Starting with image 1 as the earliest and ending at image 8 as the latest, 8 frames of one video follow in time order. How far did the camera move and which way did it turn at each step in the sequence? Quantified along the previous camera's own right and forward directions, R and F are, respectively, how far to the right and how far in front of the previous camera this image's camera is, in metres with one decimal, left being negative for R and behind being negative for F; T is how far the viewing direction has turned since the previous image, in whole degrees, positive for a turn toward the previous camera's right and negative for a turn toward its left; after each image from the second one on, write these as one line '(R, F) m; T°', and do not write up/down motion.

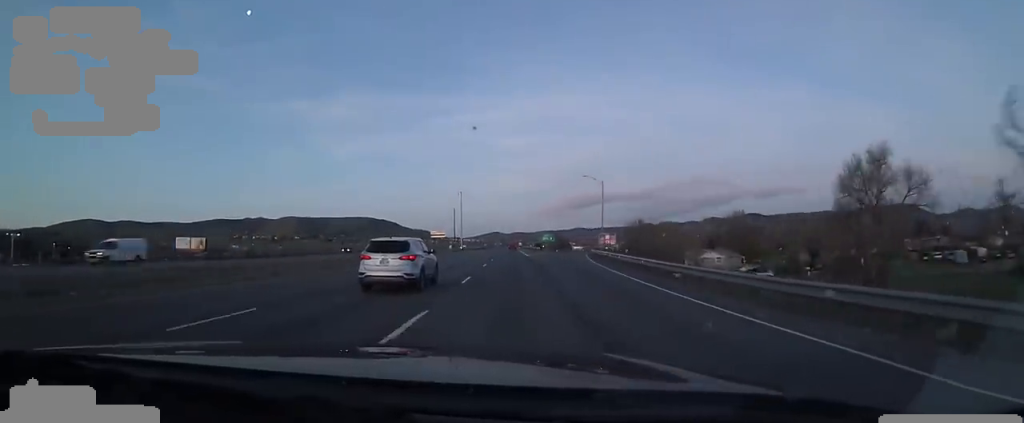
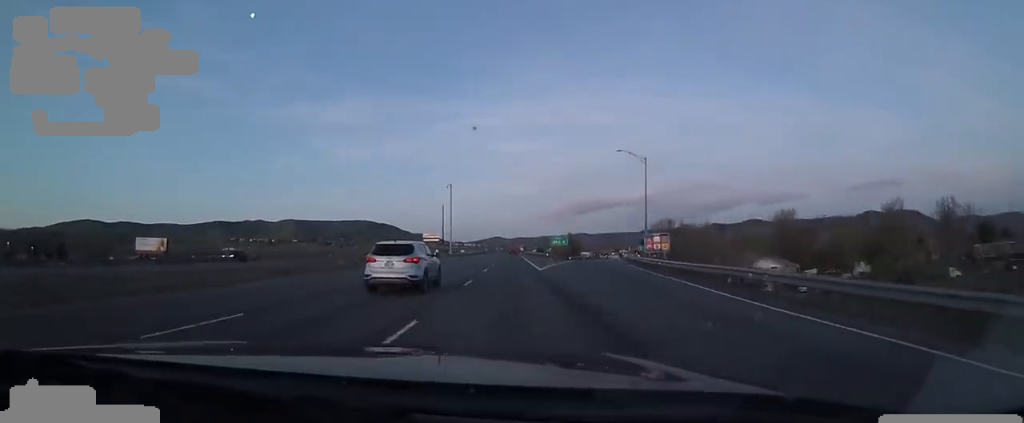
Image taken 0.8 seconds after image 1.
(+0.7, +23.7) m; +1°
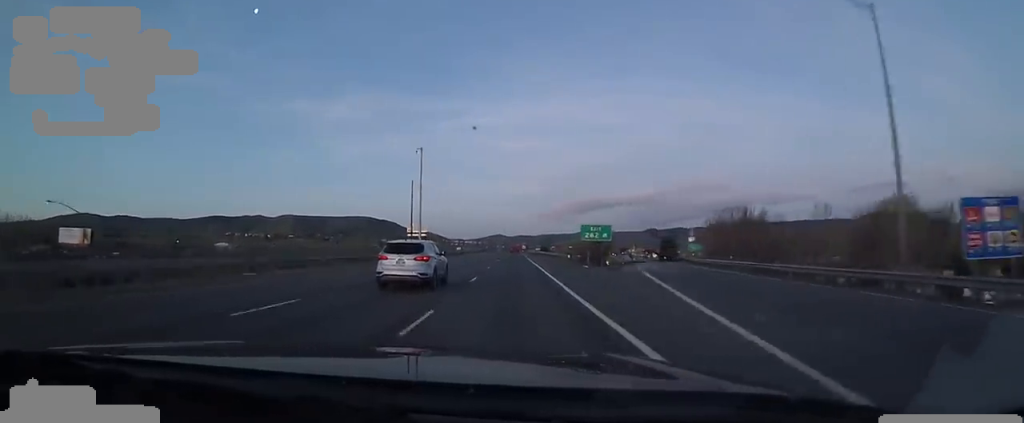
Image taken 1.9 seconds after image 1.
(+0.3, +34.8) m; +1°
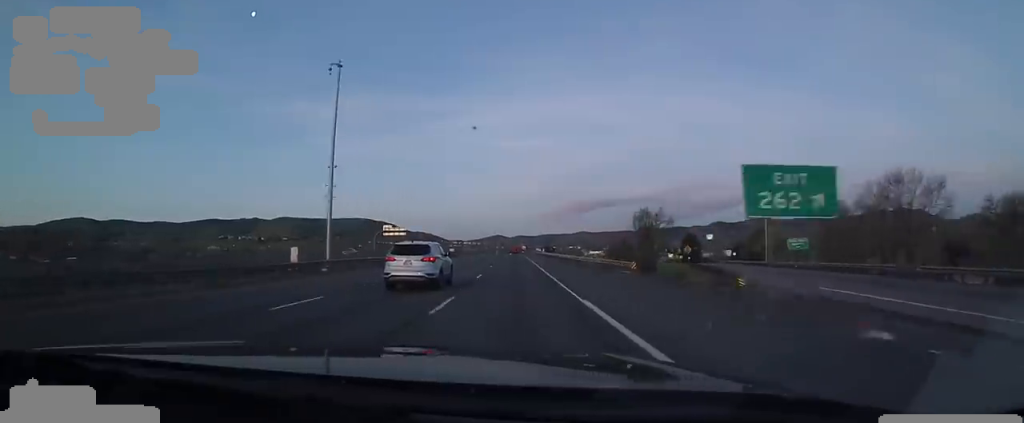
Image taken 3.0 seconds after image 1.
(0.0, +32.7) m; 0°
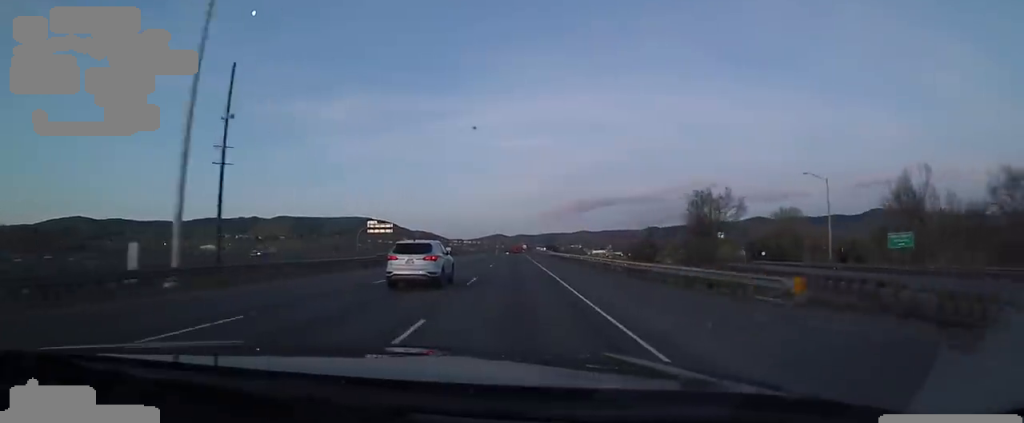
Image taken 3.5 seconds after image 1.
(0.0, +16.4) m; -1°
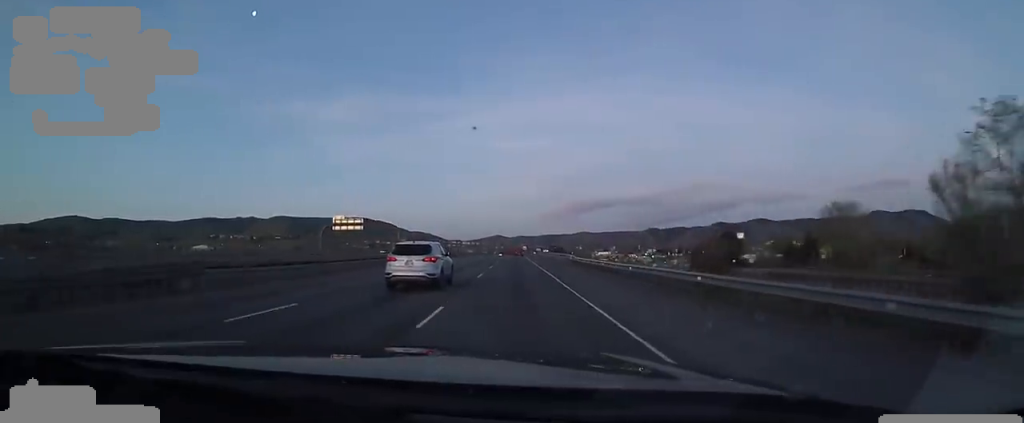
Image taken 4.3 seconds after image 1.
(-0.2, +25.7) m; -1°
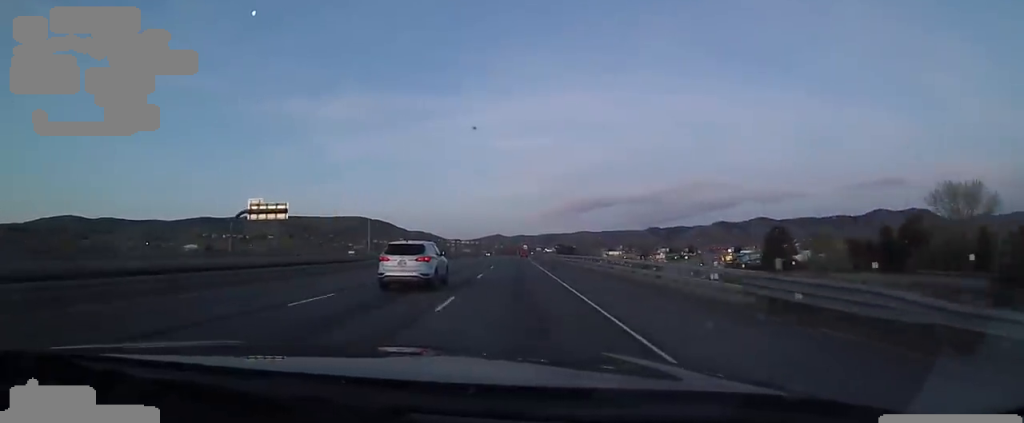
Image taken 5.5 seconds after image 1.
(-0.2, +36.1) m; +1°
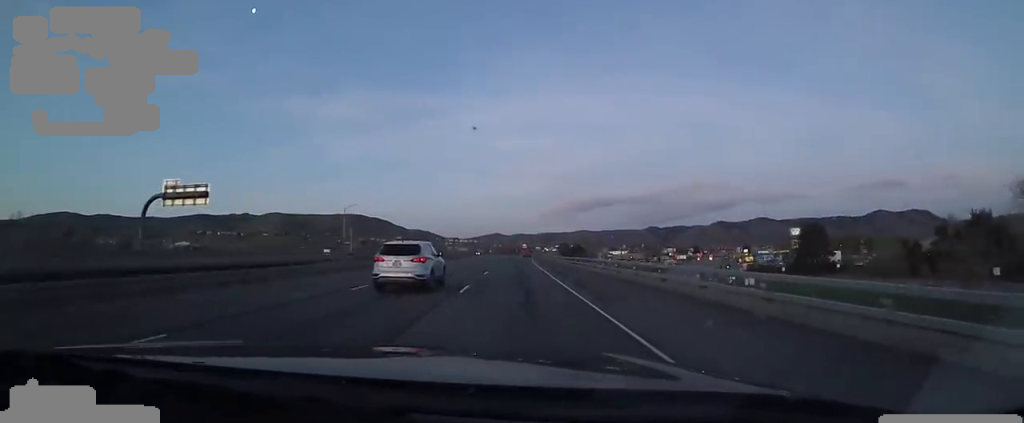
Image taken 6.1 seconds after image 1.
(+0.3, +19.5) m; +1°
